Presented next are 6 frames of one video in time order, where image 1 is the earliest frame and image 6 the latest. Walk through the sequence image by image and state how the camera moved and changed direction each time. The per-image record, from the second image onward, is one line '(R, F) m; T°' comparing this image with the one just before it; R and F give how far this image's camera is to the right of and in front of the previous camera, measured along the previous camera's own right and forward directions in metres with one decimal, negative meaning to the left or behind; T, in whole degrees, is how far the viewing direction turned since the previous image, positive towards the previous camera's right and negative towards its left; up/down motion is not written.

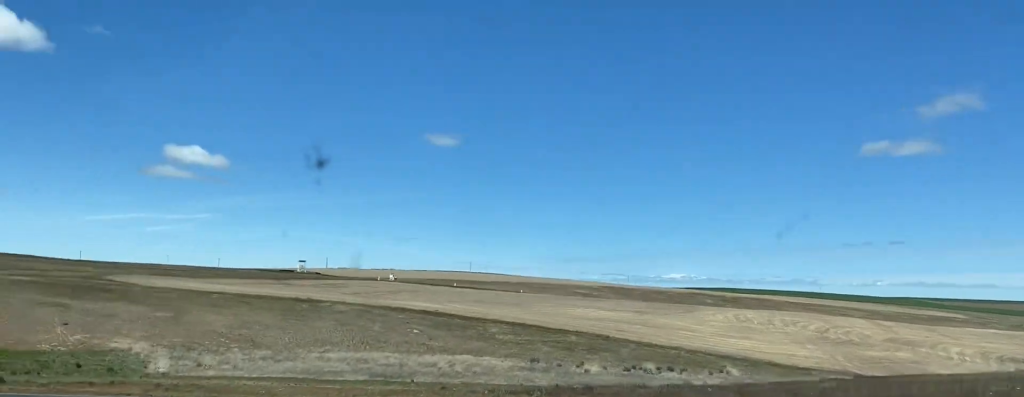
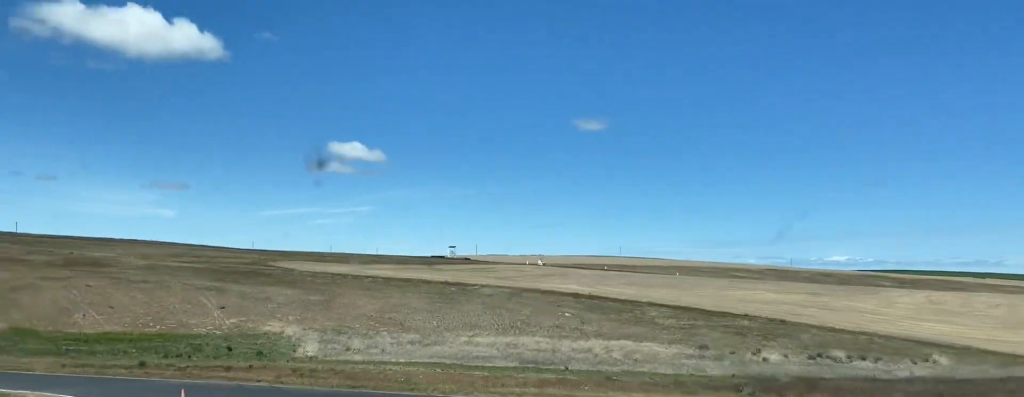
(+0.3, +9.4) m; -9°
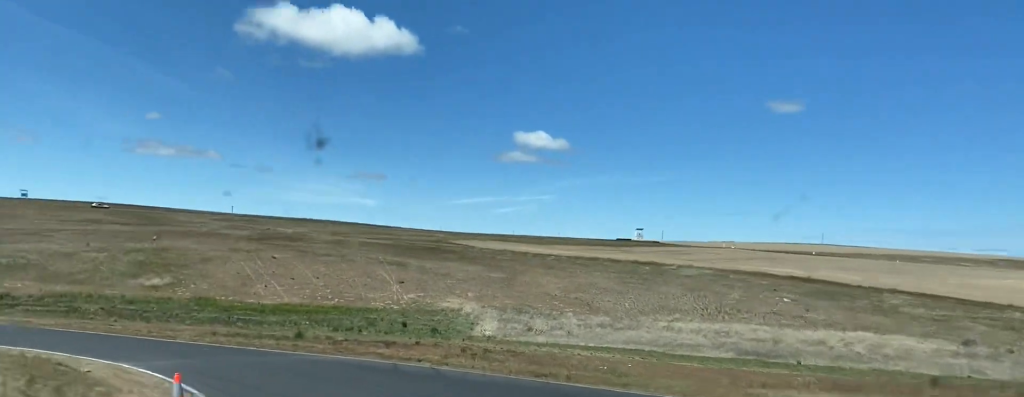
(-2.5, +12.9) m; -16°
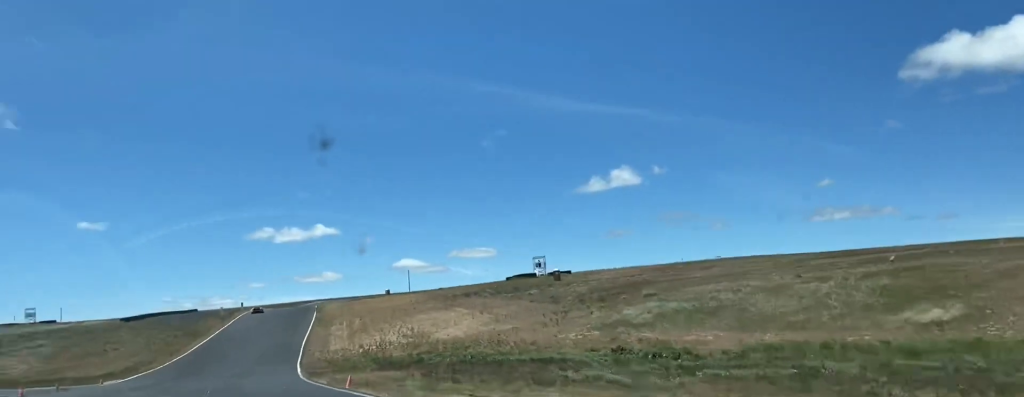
(-20.3, +41.1) m; -45°
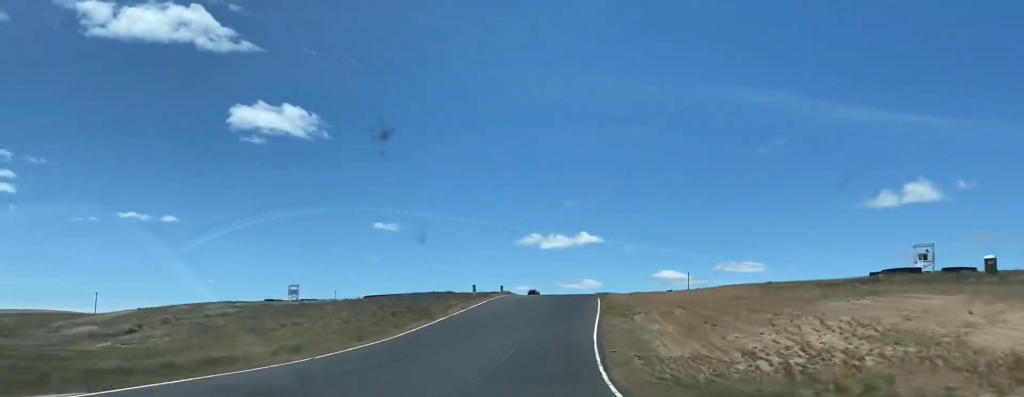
(-7.9, +44.4) m; -14°
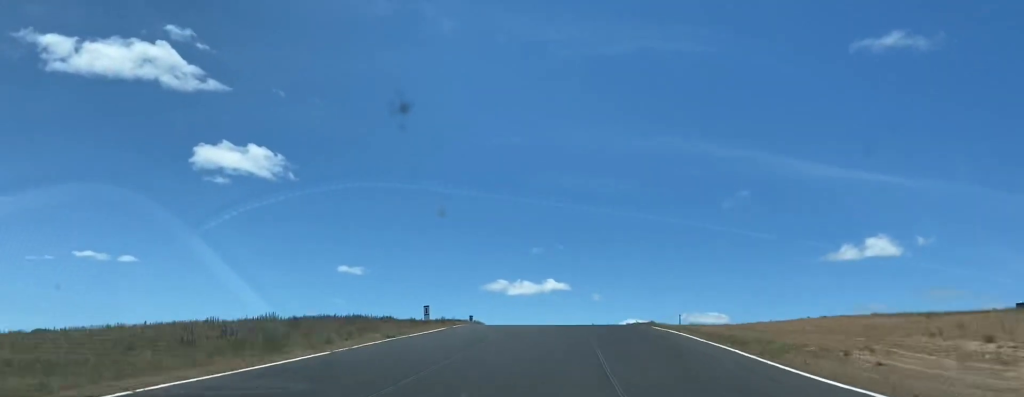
(+0.3, +36.4) m; +1°
